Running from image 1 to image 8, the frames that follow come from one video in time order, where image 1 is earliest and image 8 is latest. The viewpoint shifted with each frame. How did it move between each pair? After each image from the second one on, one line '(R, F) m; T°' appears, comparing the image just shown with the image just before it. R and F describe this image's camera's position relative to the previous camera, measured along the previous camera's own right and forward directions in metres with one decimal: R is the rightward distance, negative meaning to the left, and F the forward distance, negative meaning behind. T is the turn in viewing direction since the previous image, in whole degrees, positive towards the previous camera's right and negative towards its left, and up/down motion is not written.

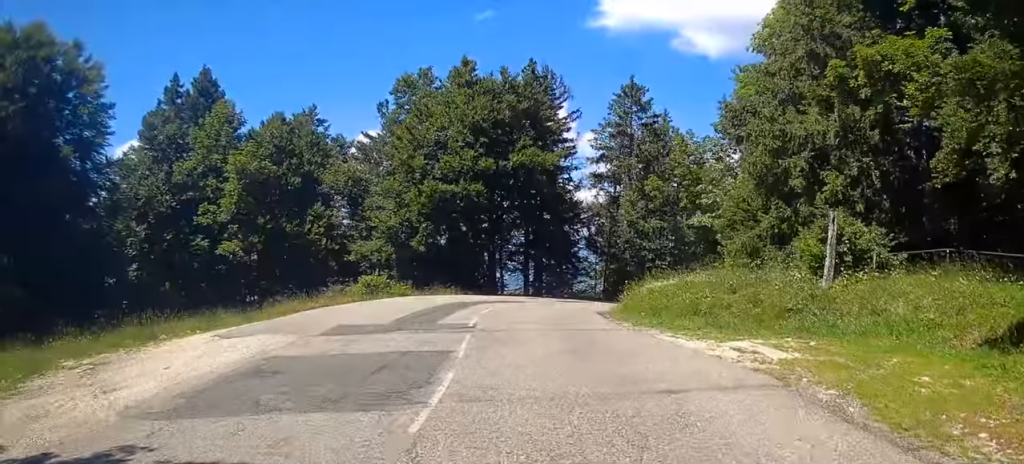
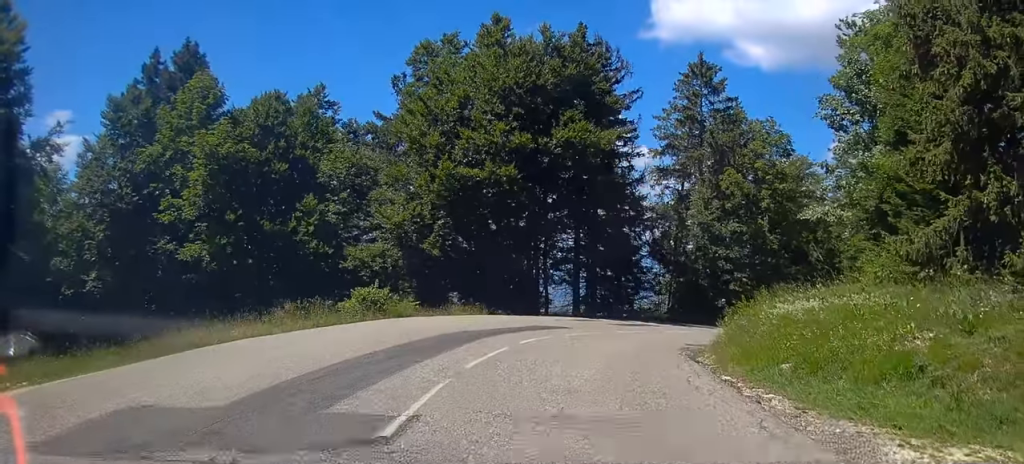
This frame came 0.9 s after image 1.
(-0.2, +9.6) m; -1°
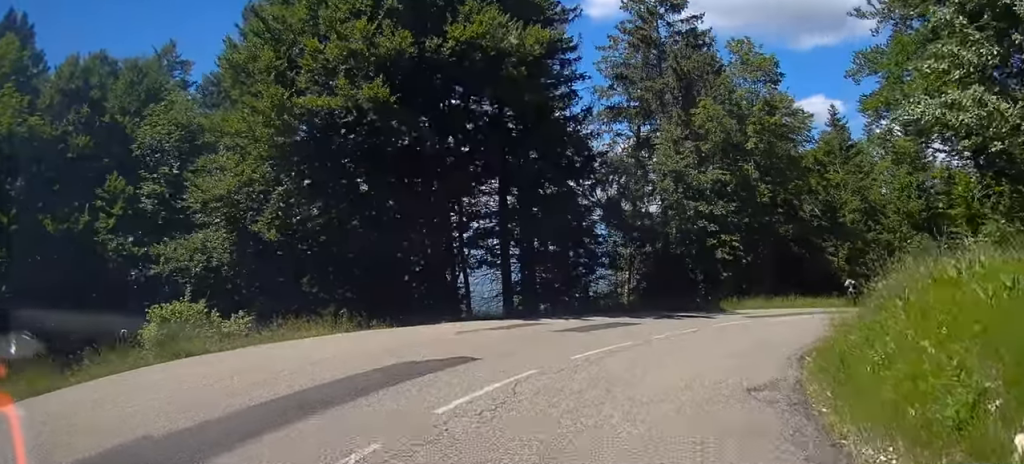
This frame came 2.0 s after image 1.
(-0.1, +11.6) m; +6°
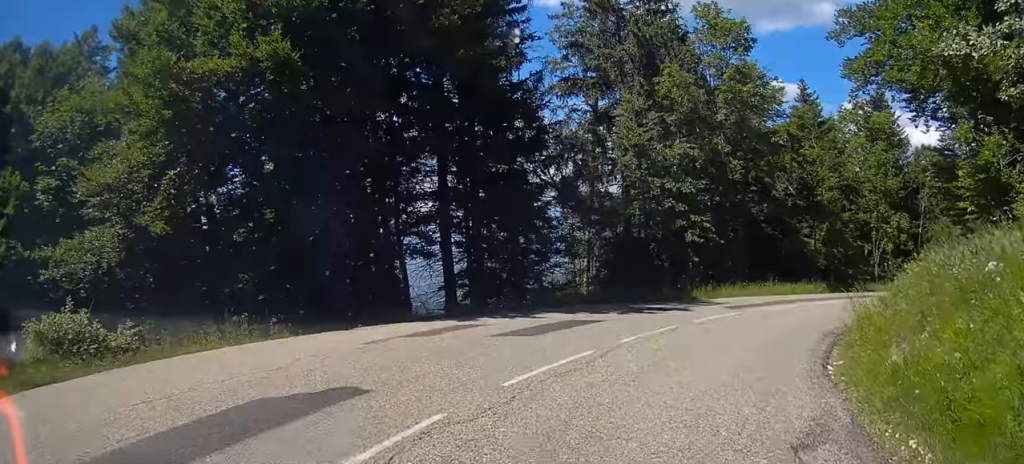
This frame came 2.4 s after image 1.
(+0.2, +3.5) m; +5°
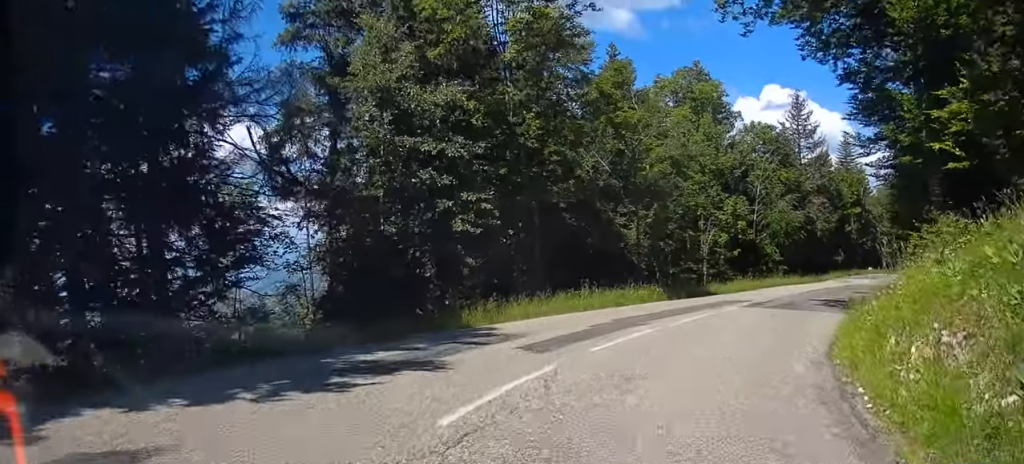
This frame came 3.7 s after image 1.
(+1.9, +10.3) m; +16°
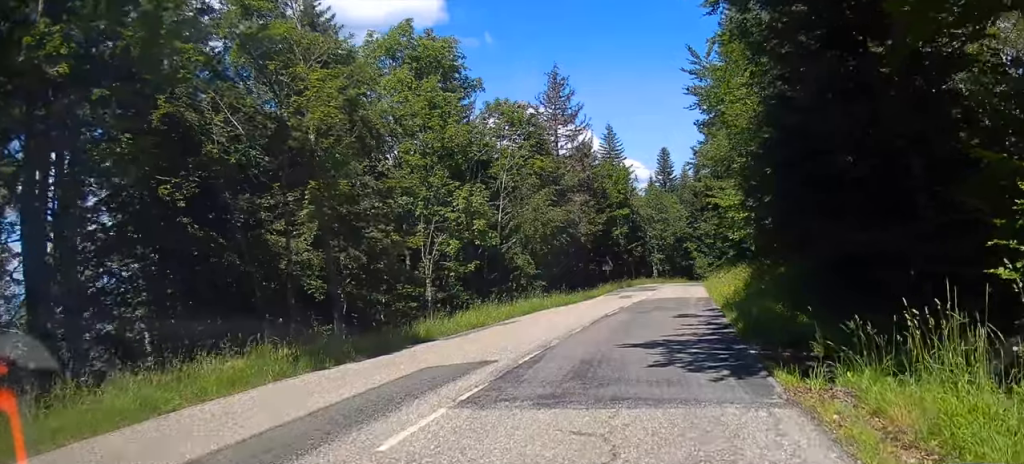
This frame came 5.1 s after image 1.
(+1.2, +12.5) m; +13°
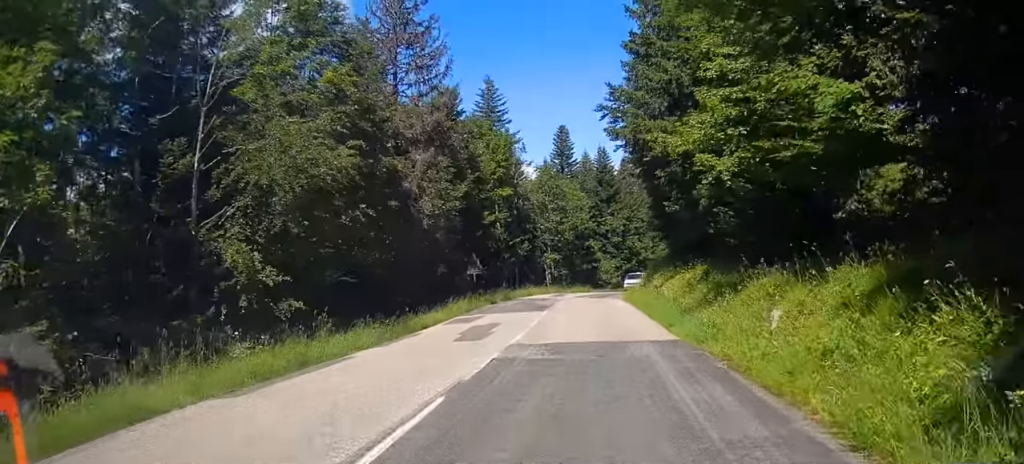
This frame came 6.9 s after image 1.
(+1.7, +17.2) m; +5°
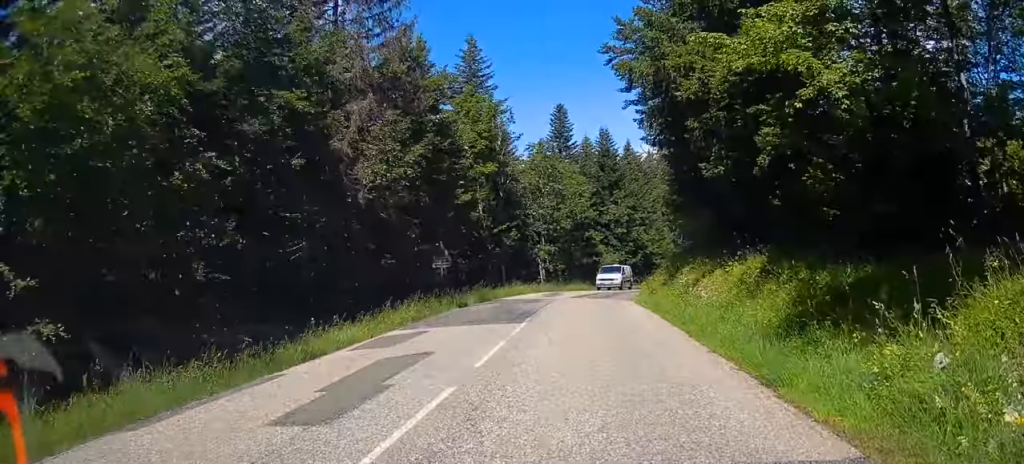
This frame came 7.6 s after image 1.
(-0.1, +7.9) m; 0°
